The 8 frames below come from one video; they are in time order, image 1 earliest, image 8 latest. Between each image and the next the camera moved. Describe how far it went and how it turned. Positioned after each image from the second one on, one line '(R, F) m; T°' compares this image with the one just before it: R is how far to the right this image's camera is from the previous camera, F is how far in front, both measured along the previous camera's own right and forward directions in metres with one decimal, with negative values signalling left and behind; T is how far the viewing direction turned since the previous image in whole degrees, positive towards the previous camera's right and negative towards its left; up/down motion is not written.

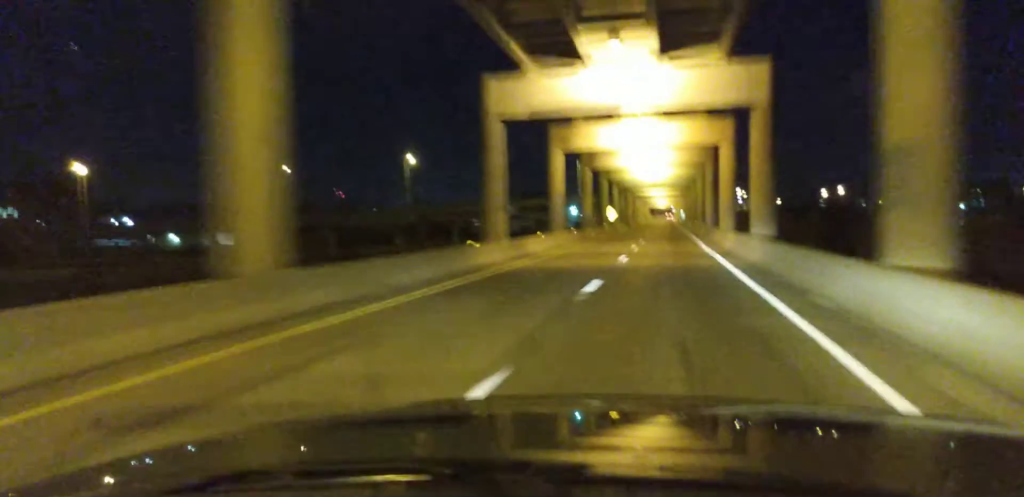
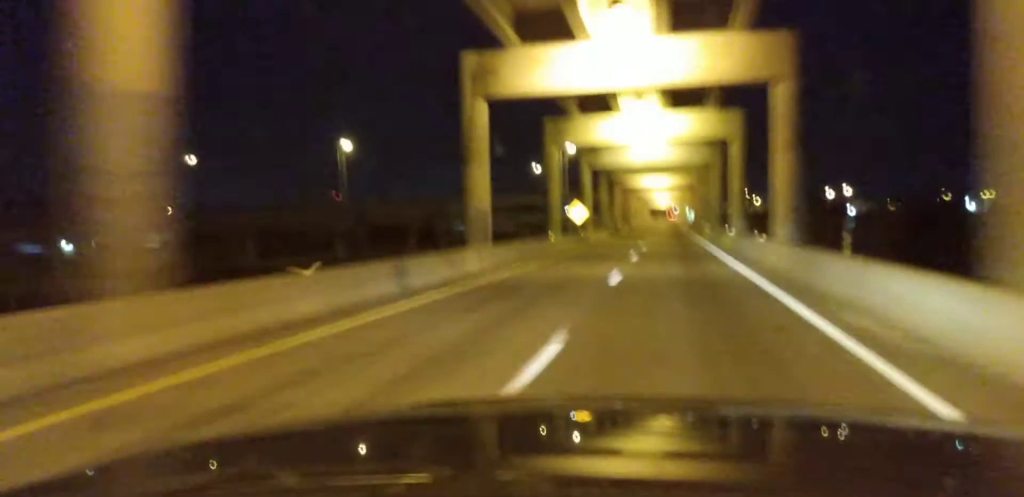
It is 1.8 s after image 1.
(0.0, +43.6) m; 0°
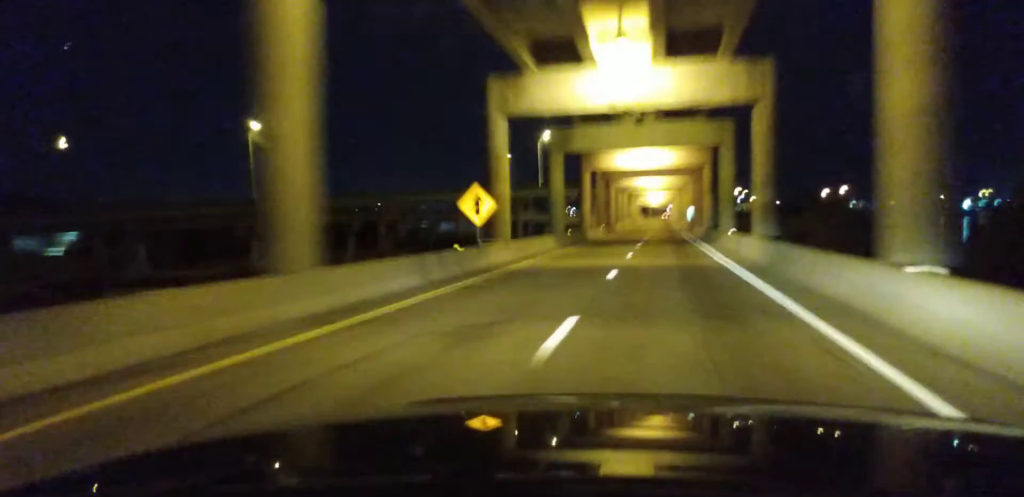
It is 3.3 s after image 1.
(-0.4, +33.8) m; -1°
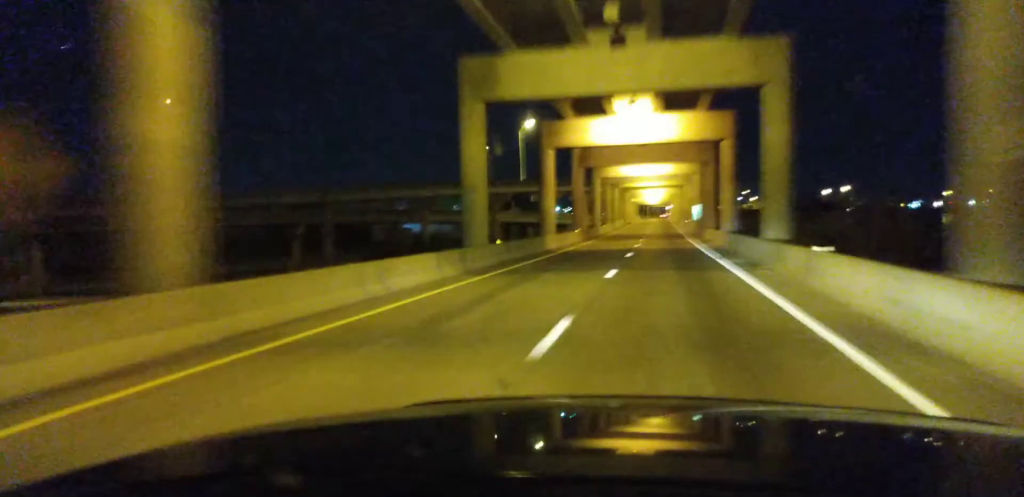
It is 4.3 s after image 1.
(0.0, +23.8) m; 0°
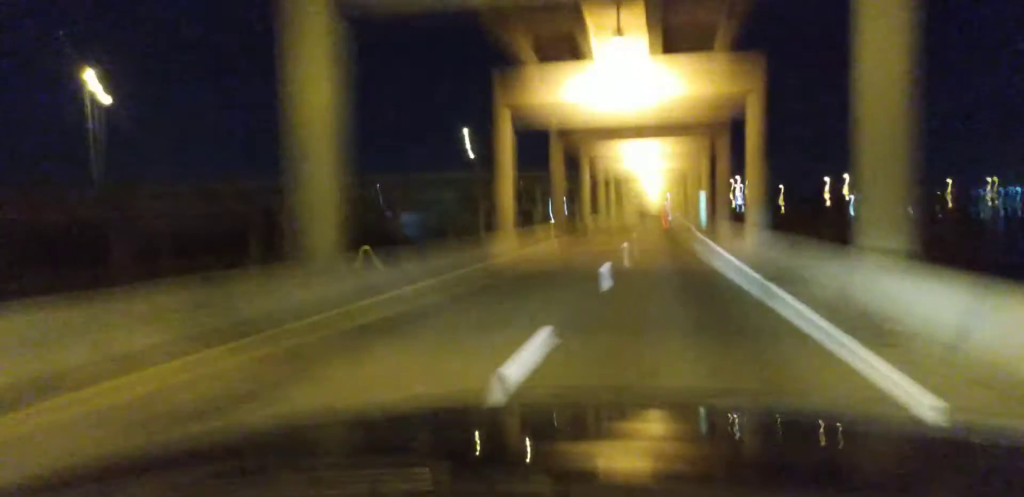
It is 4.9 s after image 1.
(0.0, +15.1) m; 0°
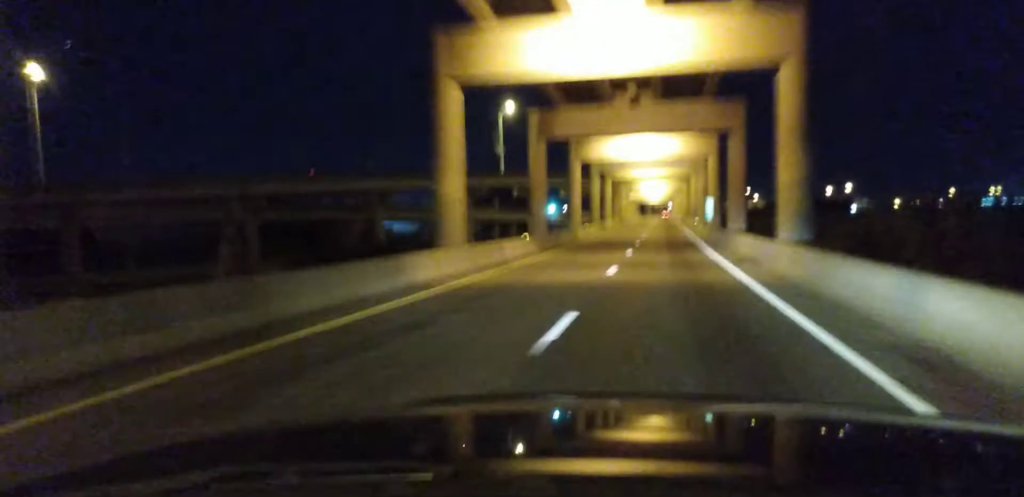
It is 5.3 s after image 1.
(0.0, +10.0) m; 0°
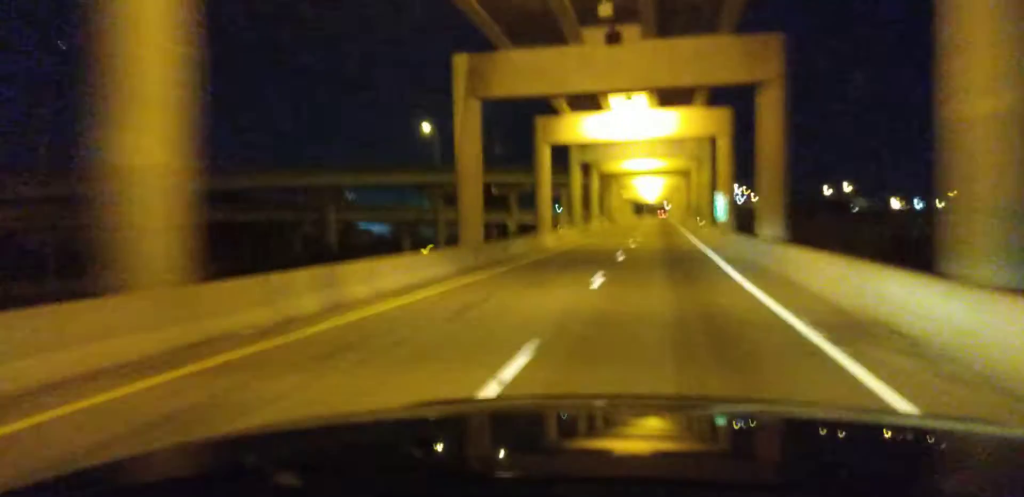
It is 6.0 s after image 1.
(0.0, +15.1) m; 0°
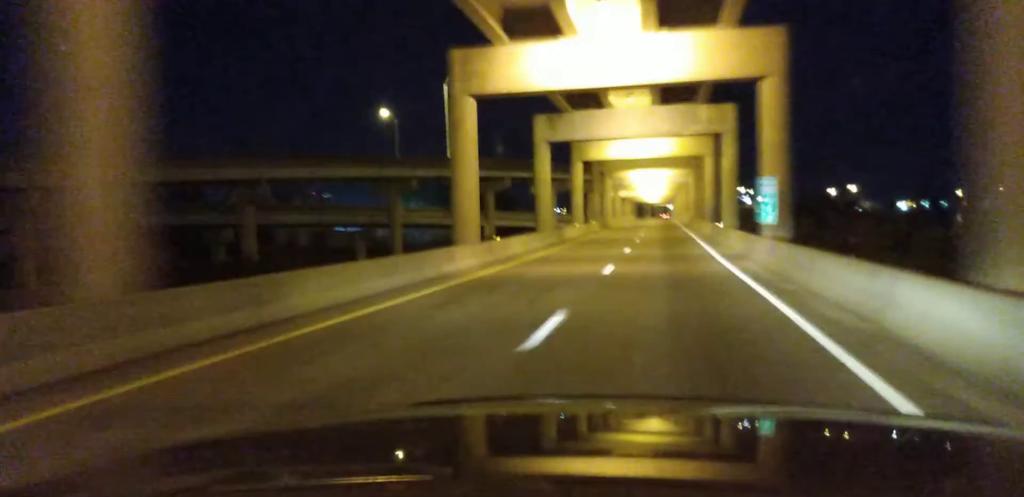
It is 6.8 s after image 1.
(0.0, +20.1) m; 0°
